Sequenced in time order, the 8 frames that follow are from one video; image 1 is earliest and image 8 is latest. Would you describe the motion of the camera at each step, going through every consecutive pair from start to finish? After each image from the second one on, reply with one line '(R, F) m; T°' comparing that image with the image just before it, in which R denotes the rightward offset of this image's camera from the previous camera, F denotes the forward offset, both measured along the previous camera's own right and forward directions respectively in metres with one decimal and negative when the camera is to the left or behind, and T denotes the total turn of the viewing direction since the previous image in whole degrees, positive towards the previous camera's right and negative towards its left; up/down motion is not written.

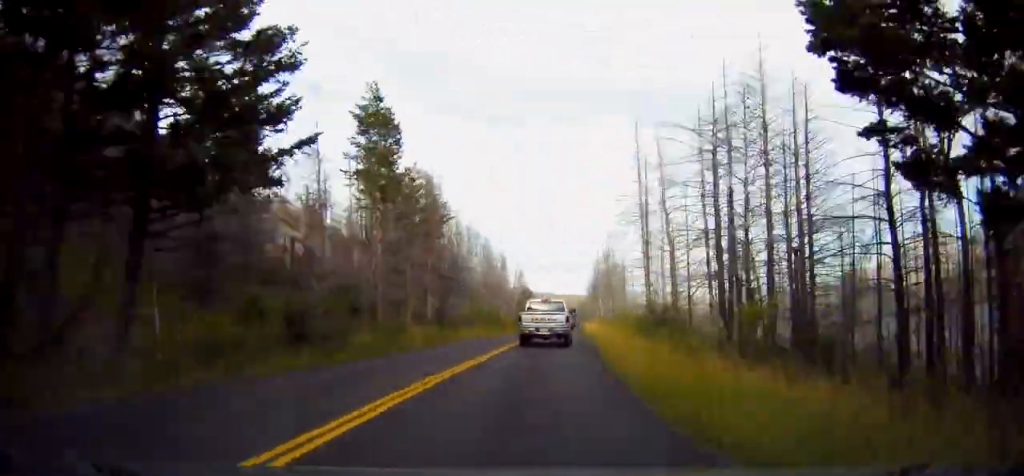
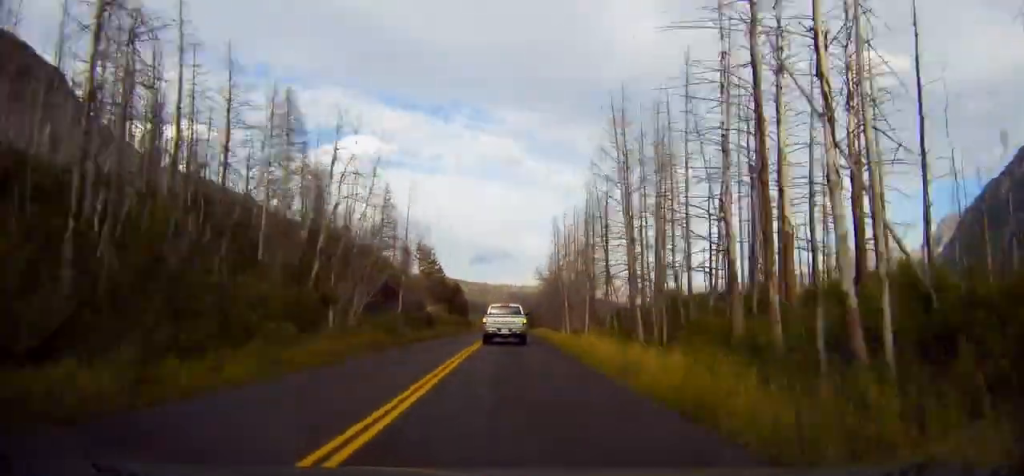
(+19.6, +82.1) m; +17°
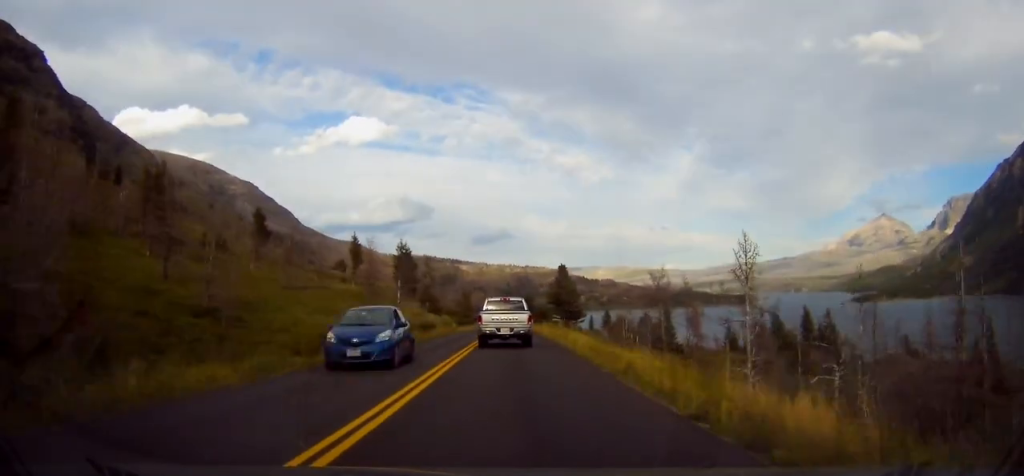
(+6.5, +106.0) m; +3°
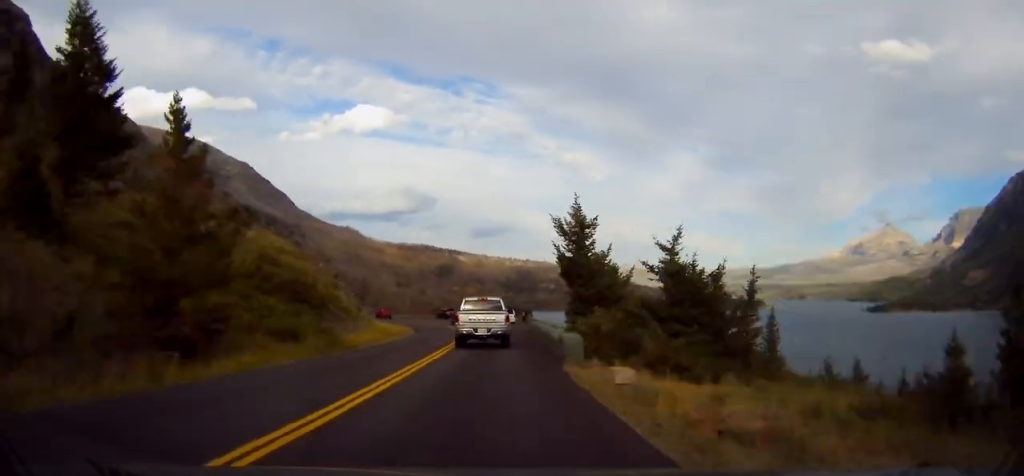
(-2.0, +103.9) m; -7°
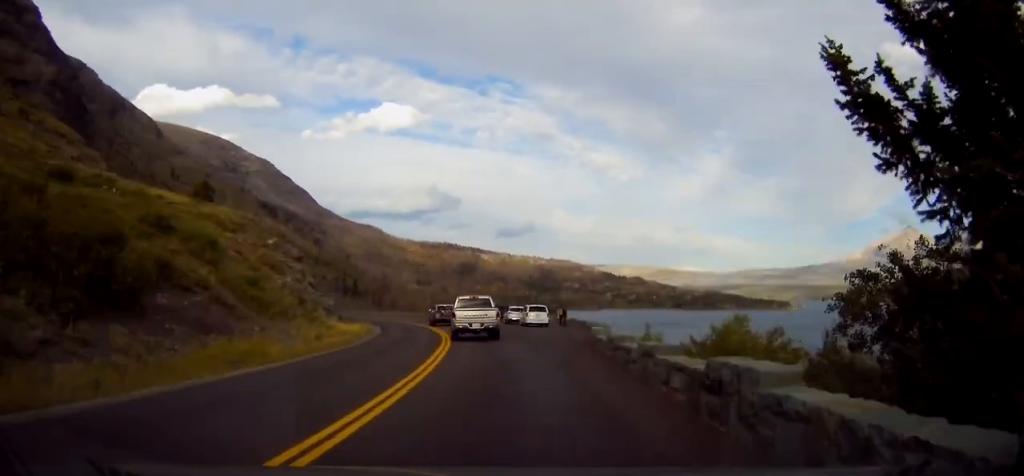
(-2.2, +32.2) m; -7°
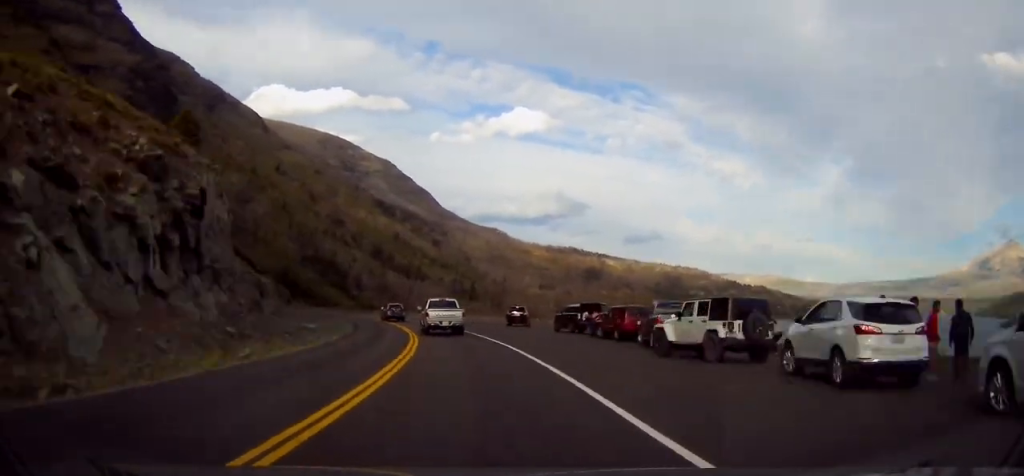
(-4.3, +55.6) m; -12°
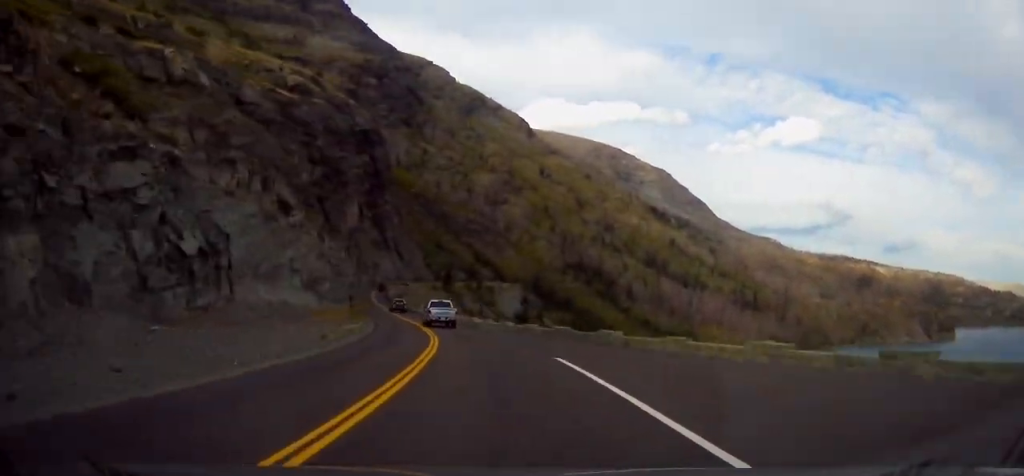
(-17.0, +90.8) m; -16°
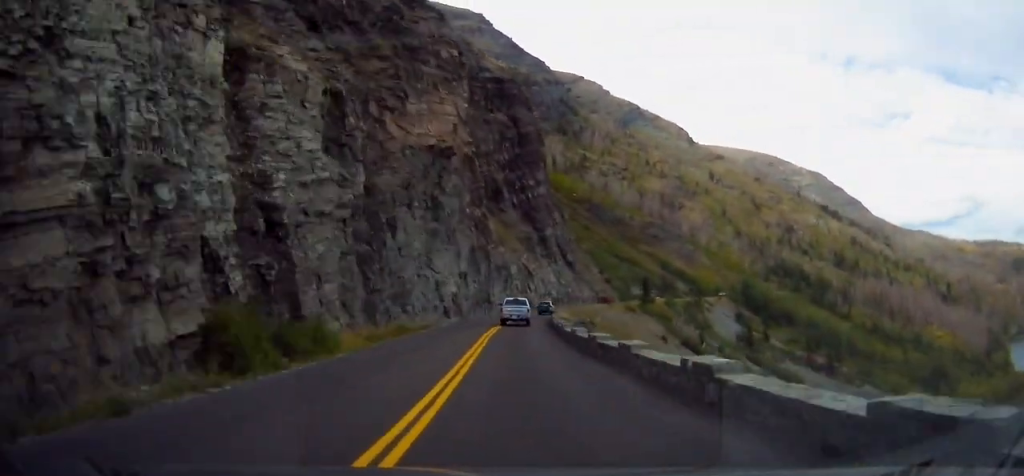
(-7.9, +98.4) m; -1°
